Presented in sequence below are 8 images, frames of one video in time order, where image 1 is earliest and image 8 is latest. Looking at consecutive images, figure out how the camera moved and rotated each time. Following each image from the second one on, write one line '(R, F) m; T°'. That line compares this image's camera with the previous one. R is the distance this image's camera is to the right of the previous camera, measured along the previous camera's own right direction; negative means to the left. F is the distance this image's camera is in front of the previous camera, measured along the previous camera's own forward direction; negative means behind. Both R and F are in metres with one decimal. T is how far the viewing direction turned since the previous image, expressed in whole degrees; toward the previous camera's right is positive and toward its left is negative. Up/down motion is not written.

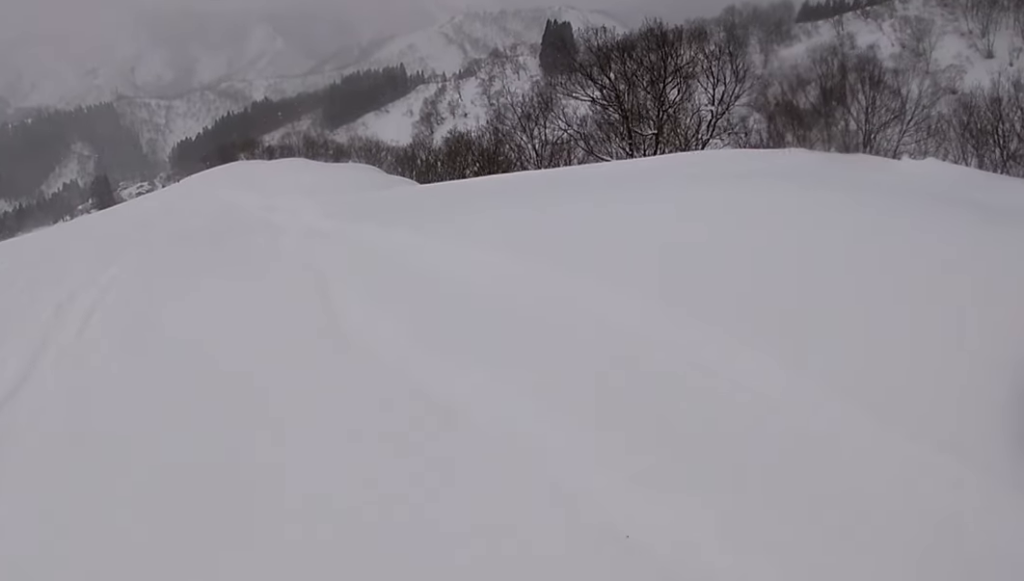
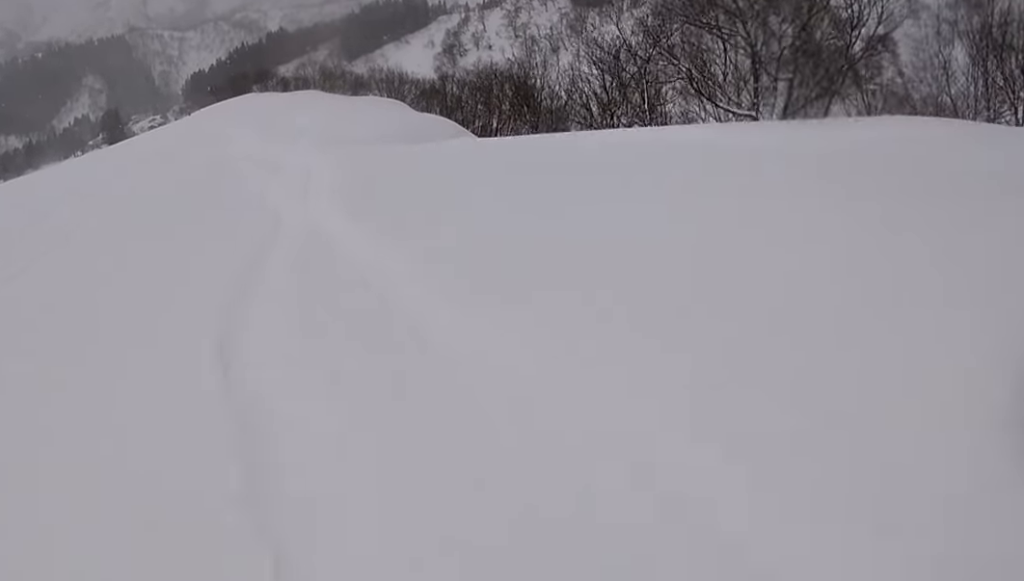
(-0.8, +7.4) m; -3°
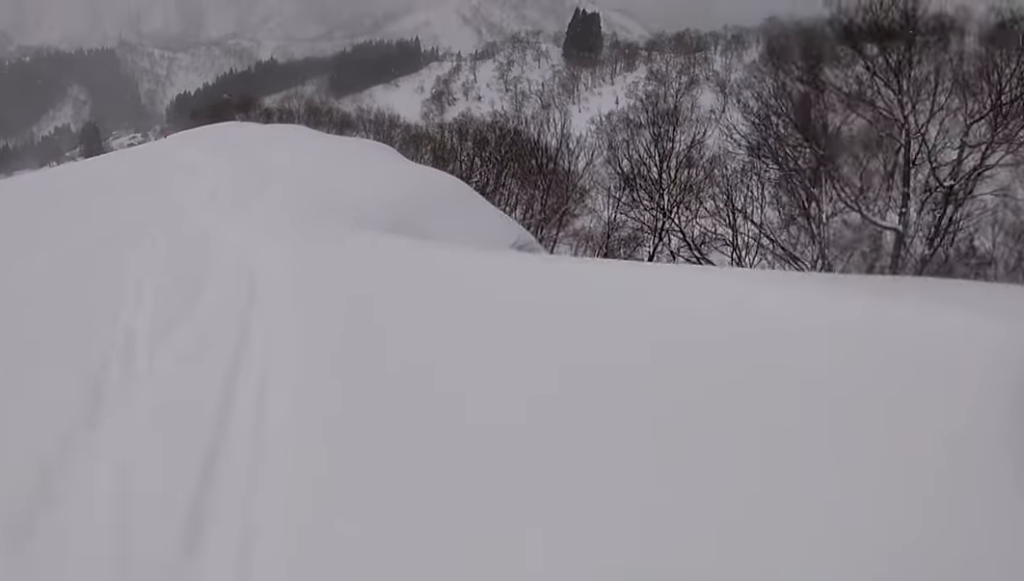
(+0.2, +7.4) m; -4°
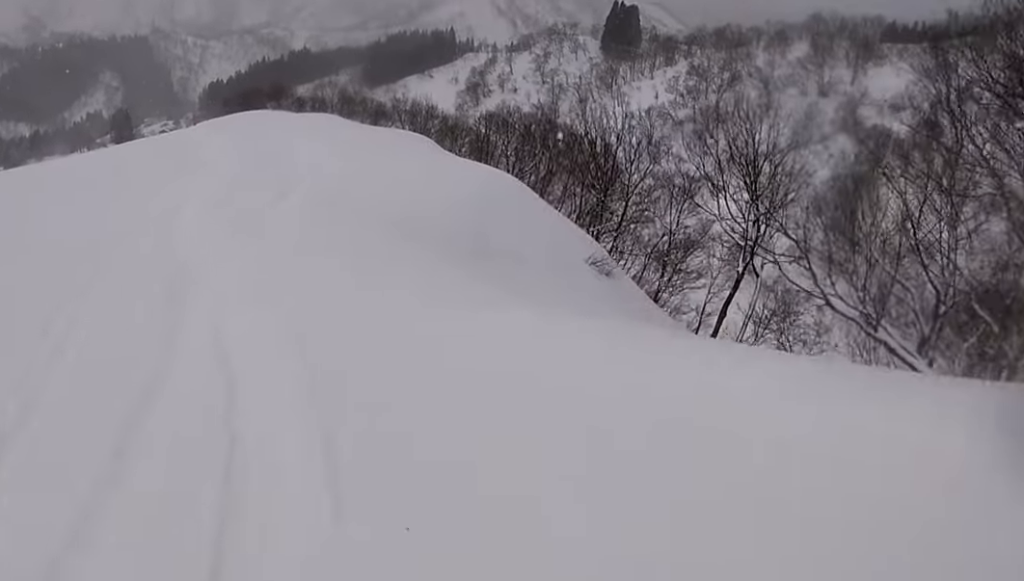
(-0.2, +3.8) m; -3°
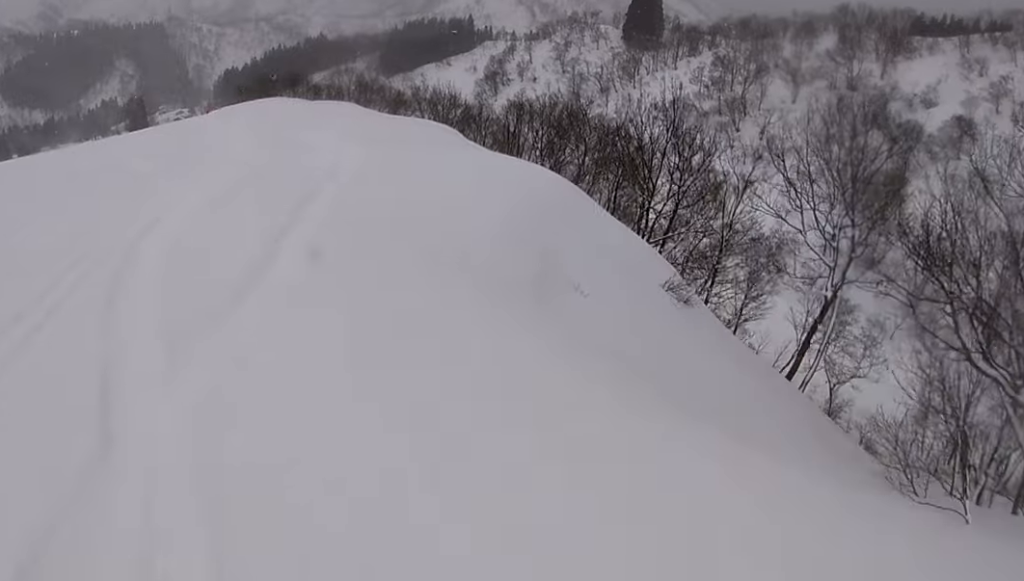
(-0.3, +3.5) m; -4°
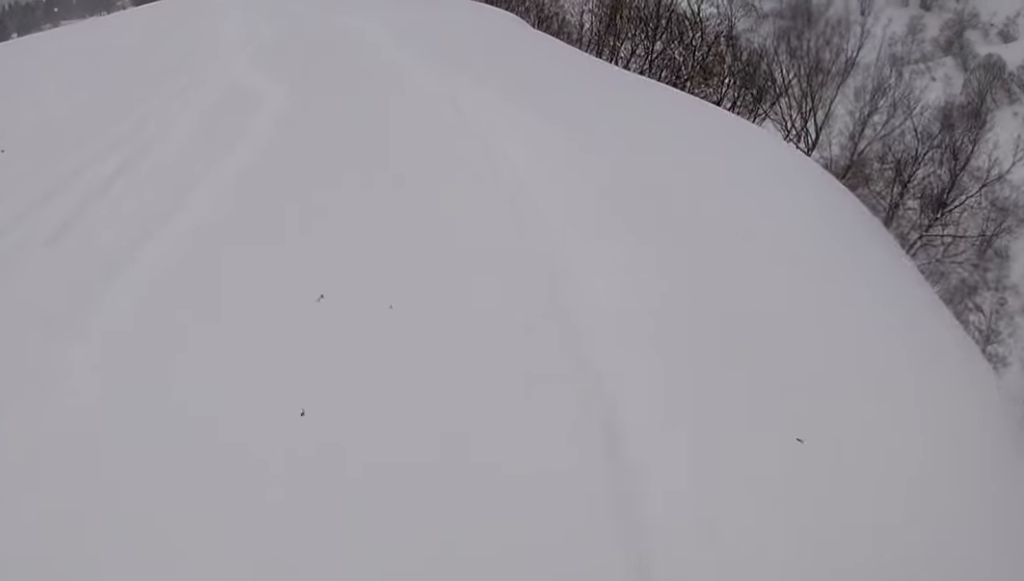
(-0.3, +9.9) m; +5°
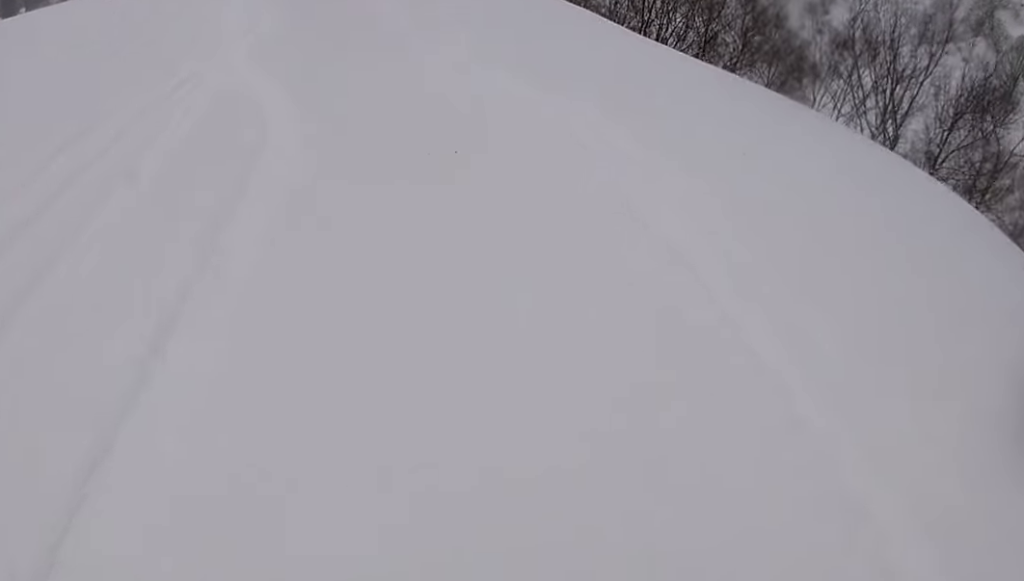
(+0.4, +3.2) m; 0°
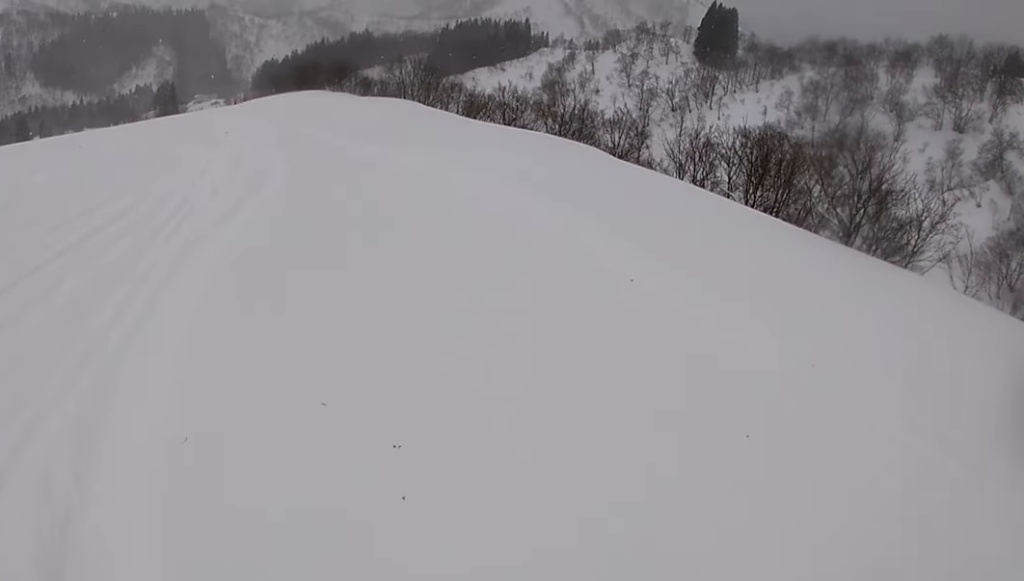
(-0.2, +9.7) m; -6°
